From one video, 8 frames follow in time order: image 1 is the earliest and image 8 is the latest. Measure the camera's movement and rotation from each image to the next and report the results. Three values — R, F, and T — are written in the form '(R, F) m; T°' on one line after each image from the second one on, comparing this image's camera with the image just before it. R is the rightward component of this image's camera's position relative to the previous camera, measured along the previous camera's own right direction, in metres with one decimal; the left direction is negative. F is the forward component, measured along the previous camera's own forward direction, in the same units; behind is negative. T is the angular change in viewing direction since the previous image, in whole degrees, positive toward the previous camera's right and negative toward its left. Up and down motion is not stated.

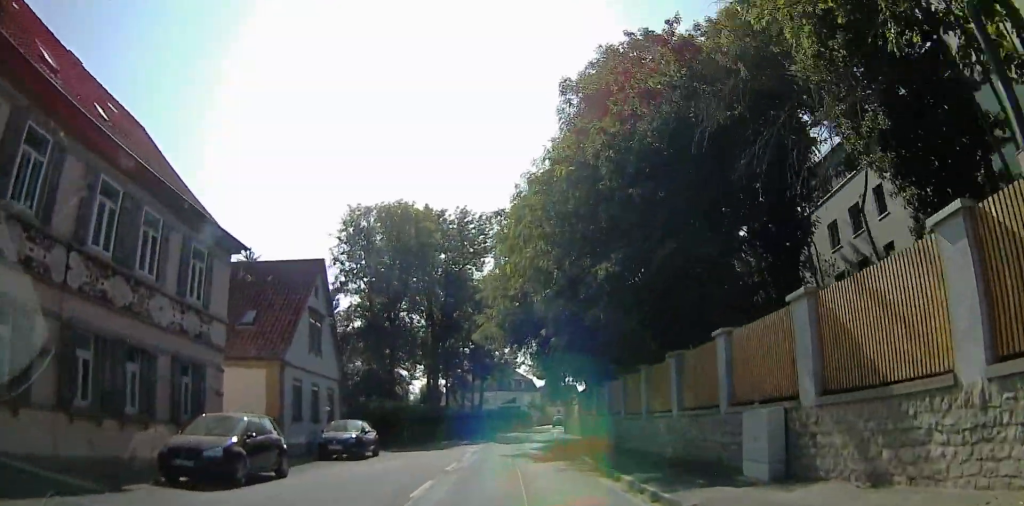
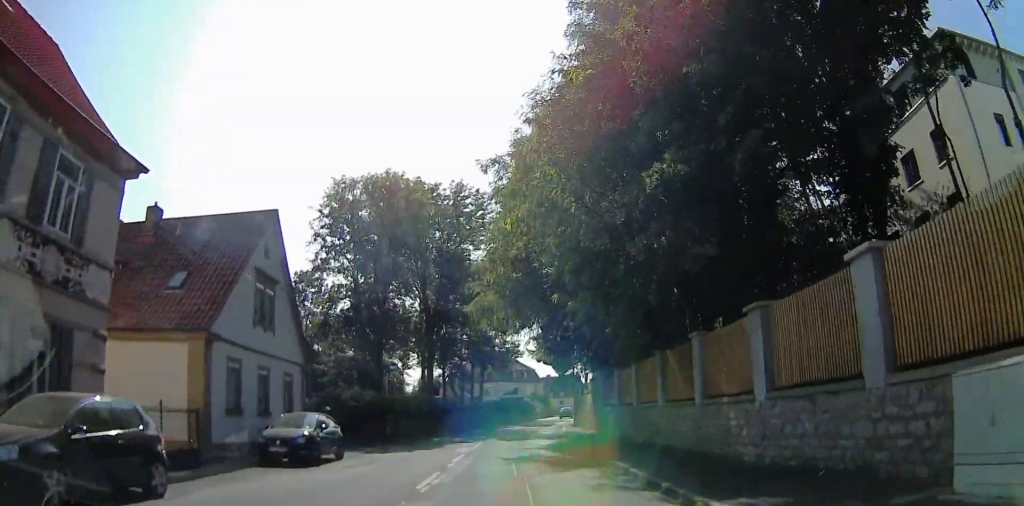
(0.0, +4.6) m; 0°
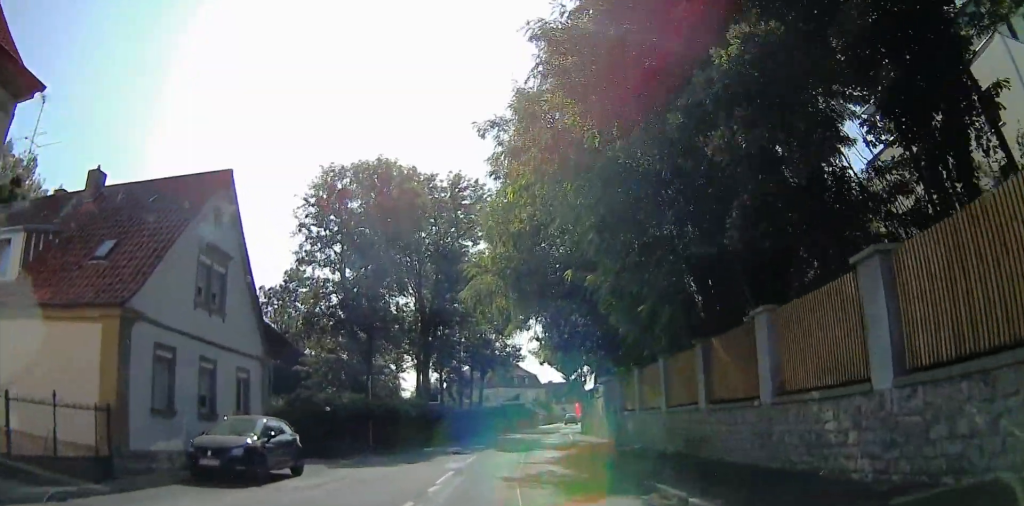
(0.0, +4.8) m; 0°
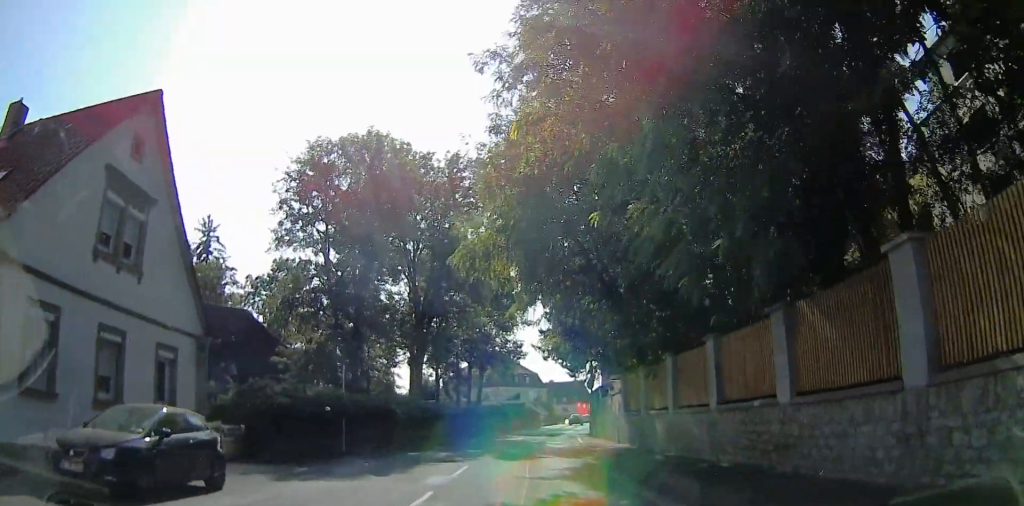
(0.0, +7.1) m; 0°
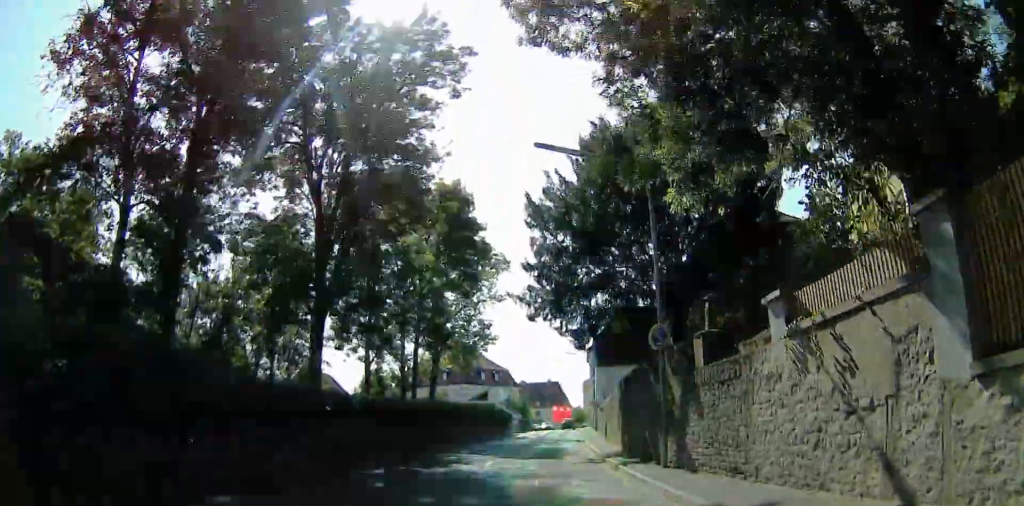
(0.0, +23.3) m; 0°
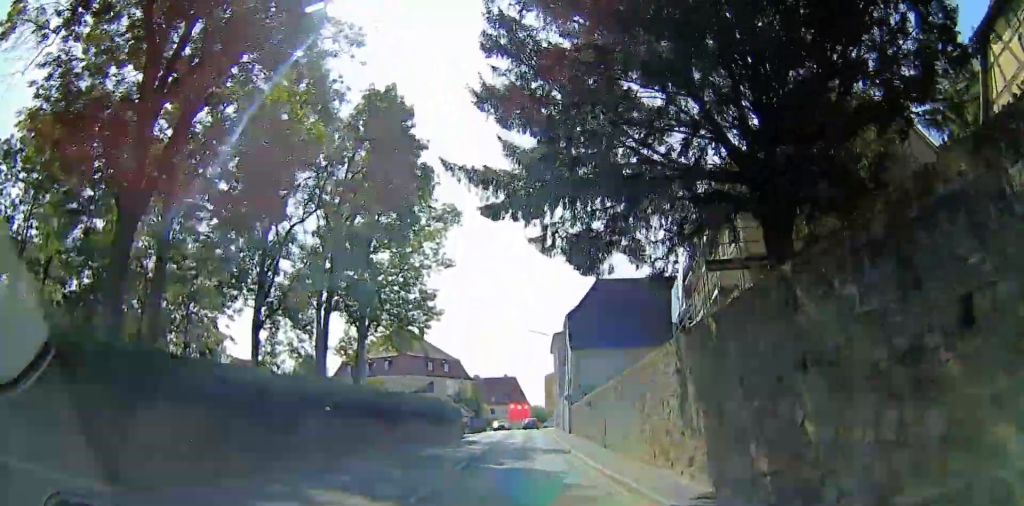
(0.0, +12.8) m; 0°
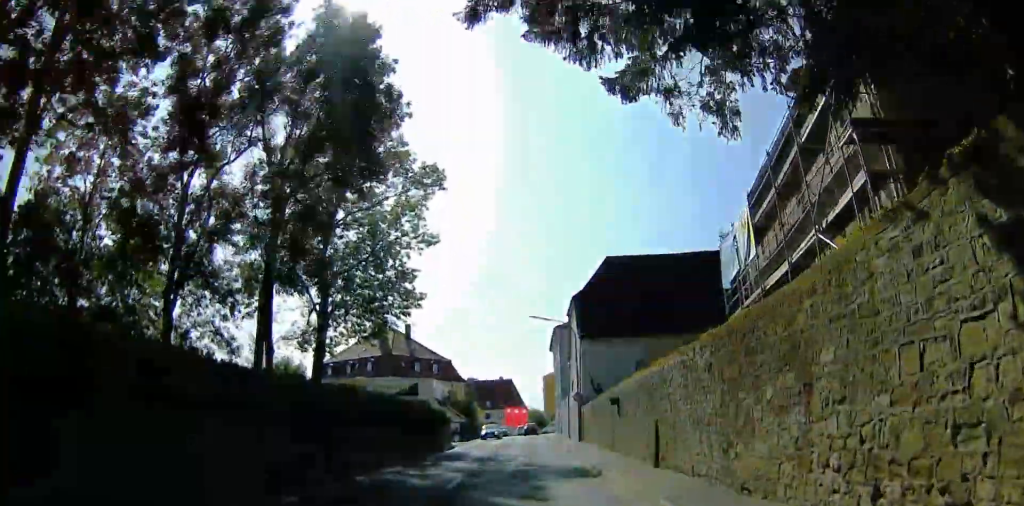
(0.0, +7.9) m; 0°
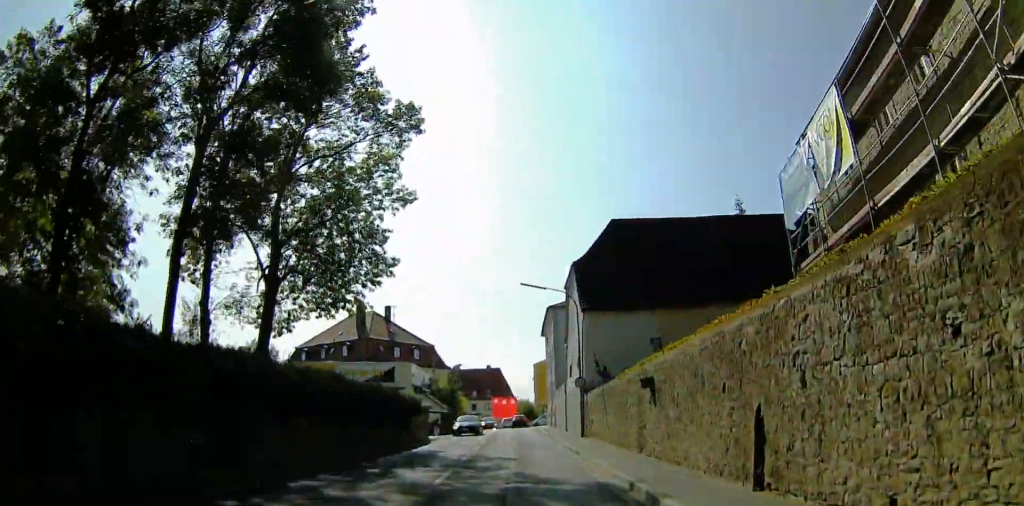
(0.0, +6.4) m; 0°
